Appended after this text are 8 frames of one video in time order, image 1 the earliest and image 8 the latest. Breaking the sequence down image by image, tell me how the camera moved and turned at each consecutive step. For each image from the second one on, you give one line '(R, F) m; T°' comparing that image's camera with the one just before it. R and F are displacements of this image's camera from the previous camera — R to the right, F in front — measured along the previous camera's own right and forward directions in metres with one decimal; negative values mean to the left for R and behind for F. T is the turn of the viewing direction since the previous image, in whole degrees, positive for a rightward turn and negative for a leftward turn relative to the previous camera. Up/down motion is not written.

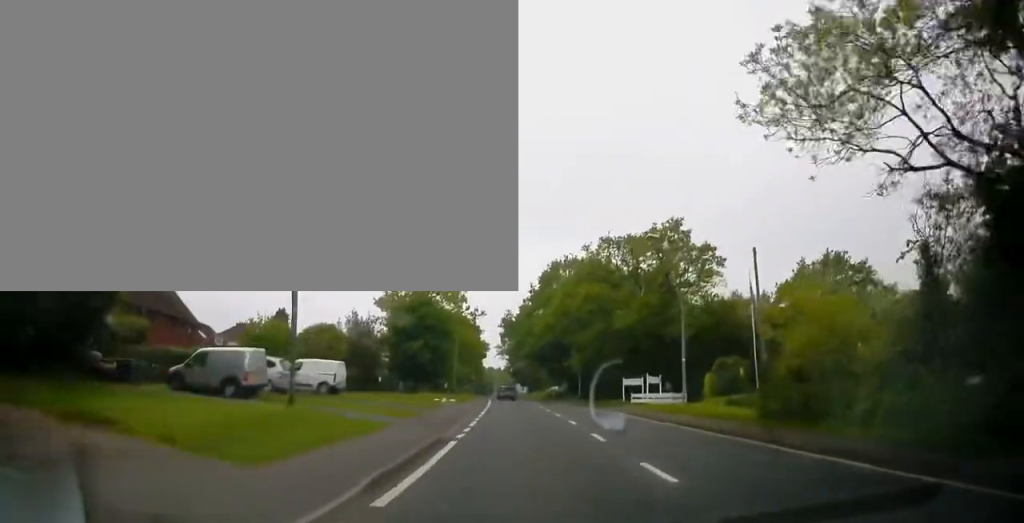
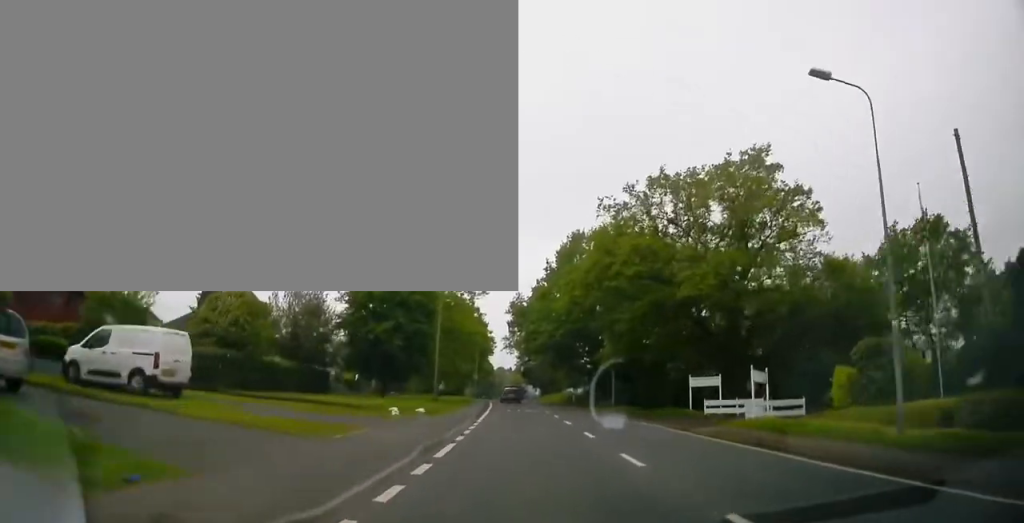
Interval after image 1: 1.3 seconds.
(+0.1, +16.4) m; -1°
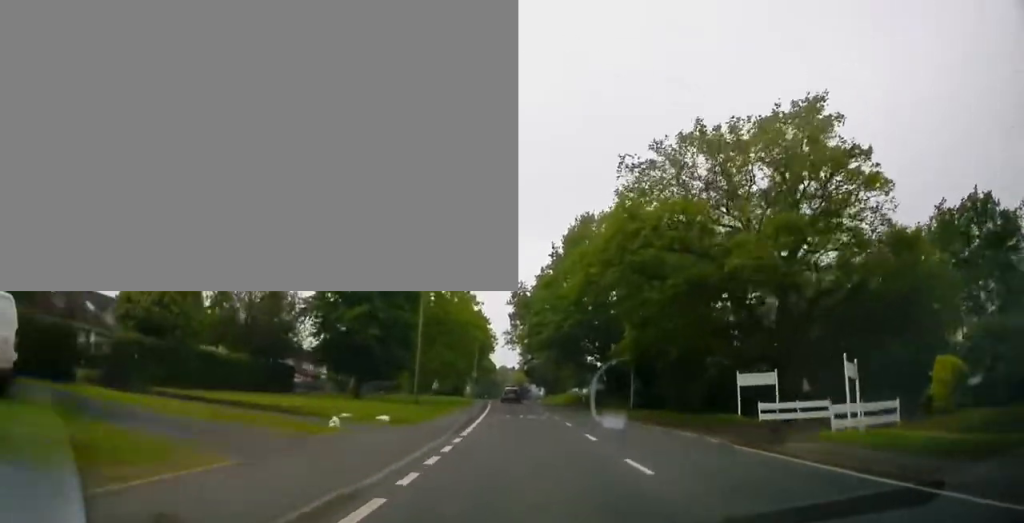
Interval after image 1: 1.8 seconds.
(-0.1, +6.8) m; -1°
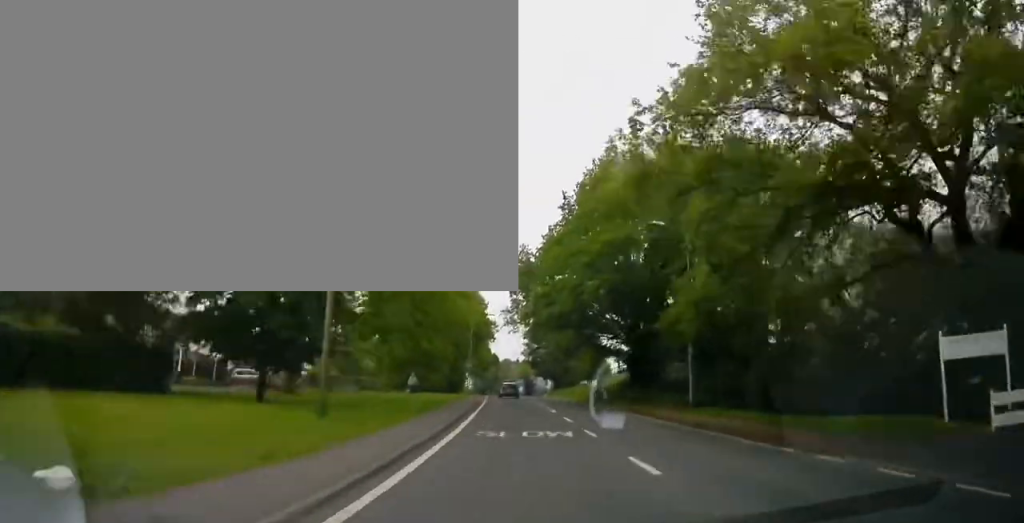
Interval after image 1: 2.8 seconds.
(-0.2, +12.9) m; -1°
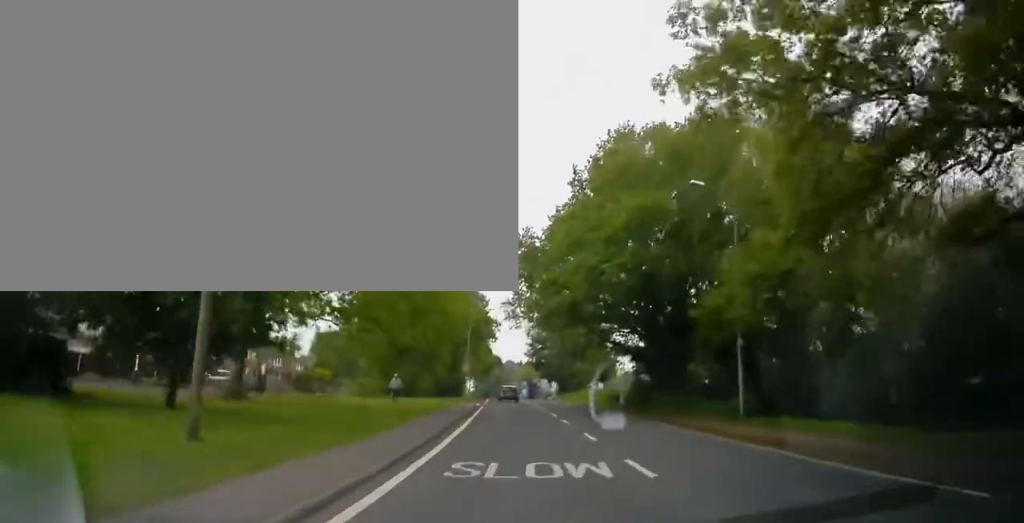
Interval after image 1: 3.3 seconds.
(-0.1, +6.3) m; +1°
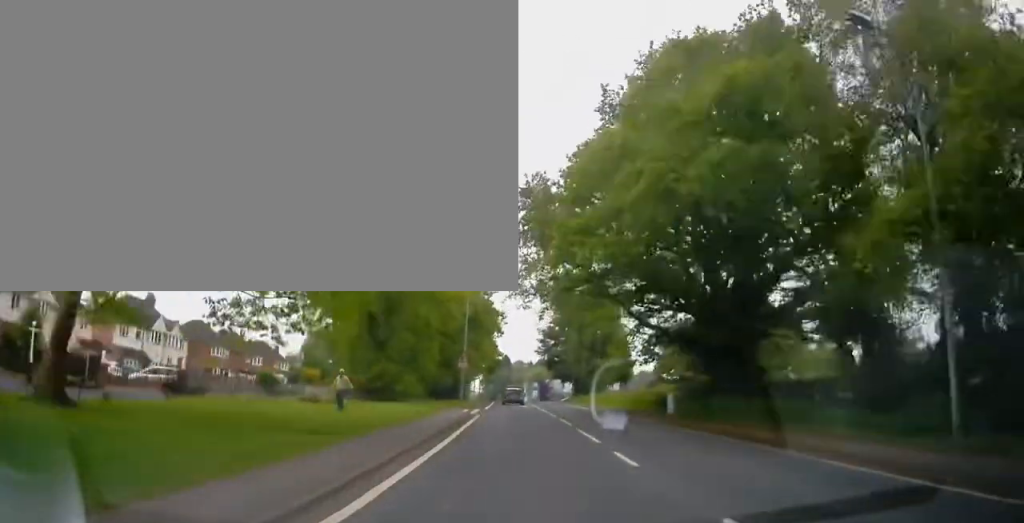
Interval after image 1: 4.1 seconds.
(+0.1, +10.4) m; +1°
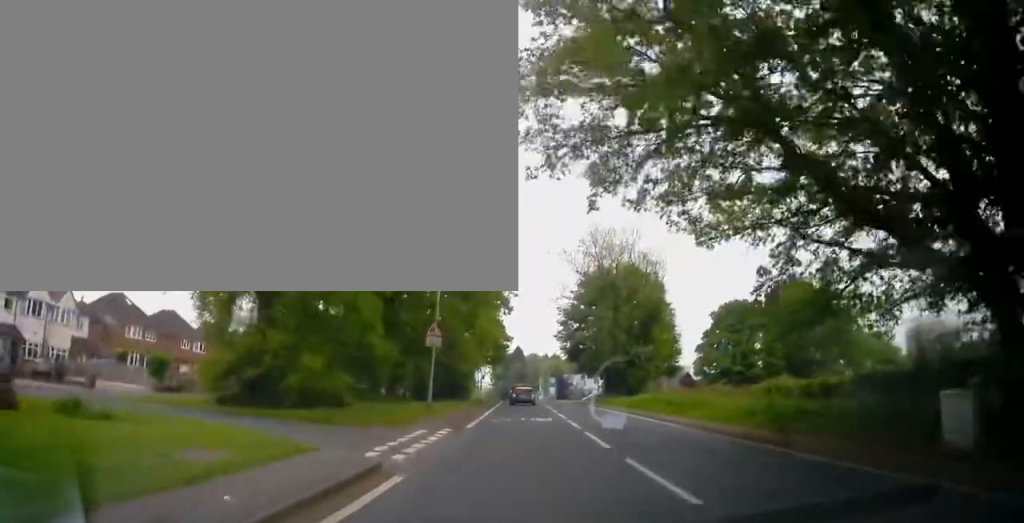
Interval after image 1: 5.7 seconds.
(-0.1, +19.7) m; -2°
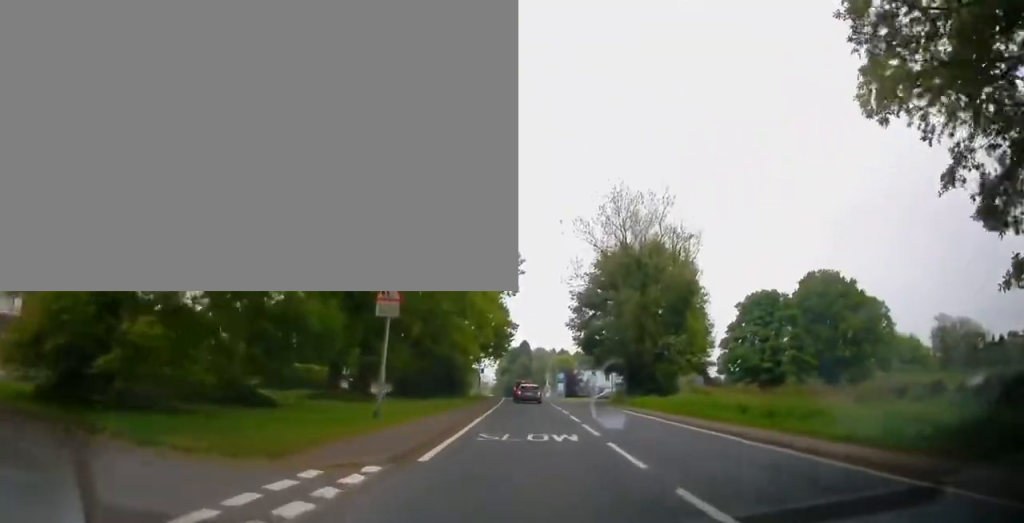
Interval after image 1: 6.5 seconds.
(0.0, +9.3) m; -1°
